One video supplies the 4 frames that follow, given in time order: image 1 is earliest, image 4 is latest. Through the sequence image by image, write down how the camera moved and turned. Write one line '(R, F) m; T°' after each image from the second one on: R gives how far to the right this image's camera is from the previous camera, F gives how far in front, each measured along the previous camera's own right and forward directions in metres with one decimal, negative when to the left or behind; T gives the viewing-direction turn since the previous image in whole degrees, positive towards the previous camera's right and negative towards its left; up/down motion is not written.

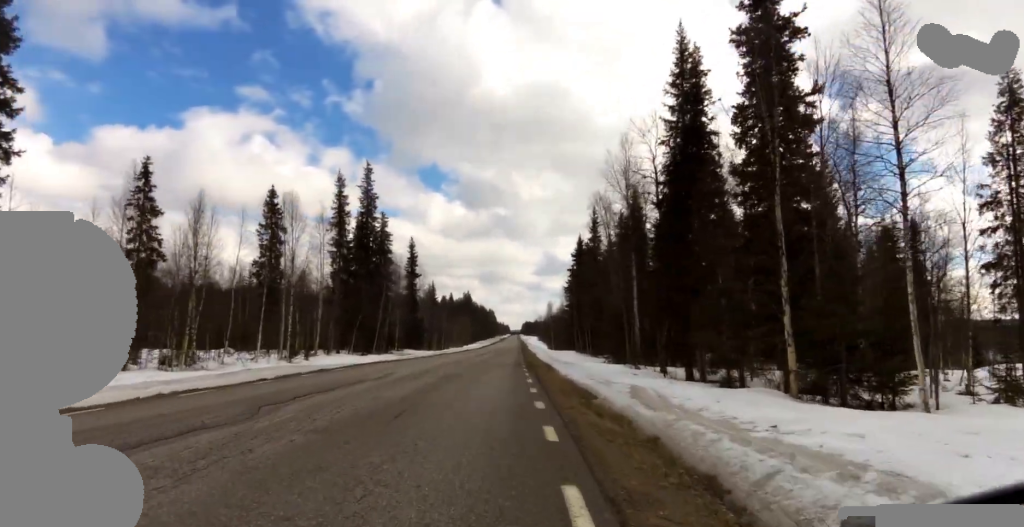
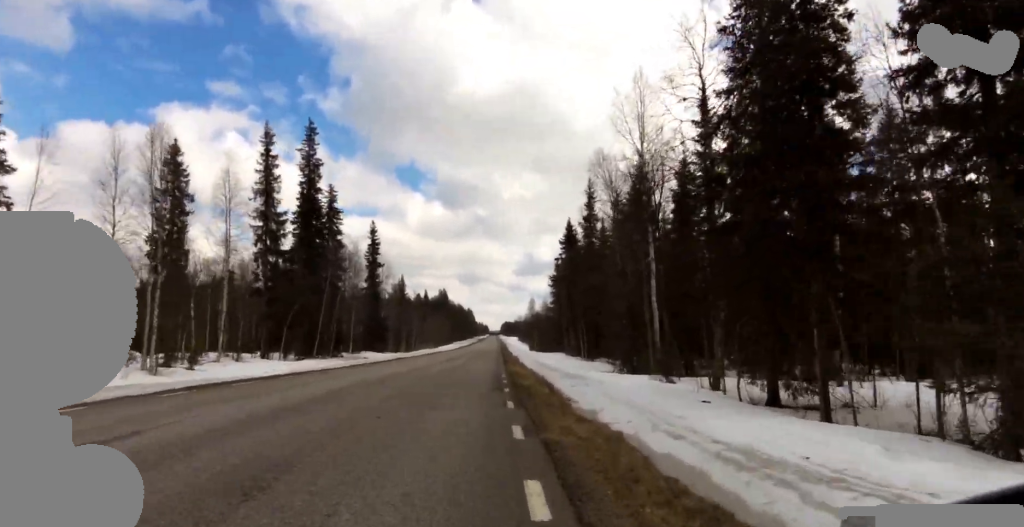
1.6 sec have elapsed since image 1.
(0.0, +12.0) m; 0°
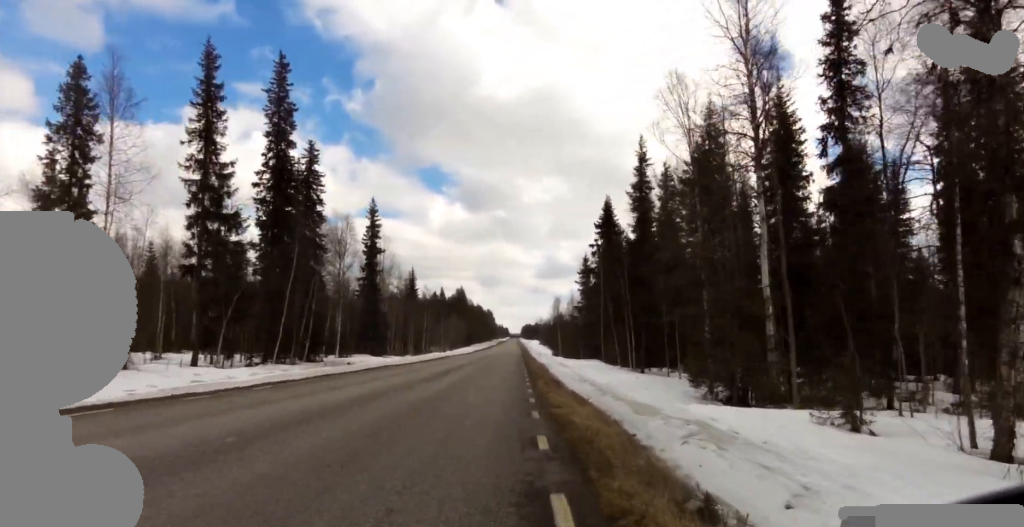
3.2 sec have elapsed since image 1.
(0.0, +12.3) m; +1°
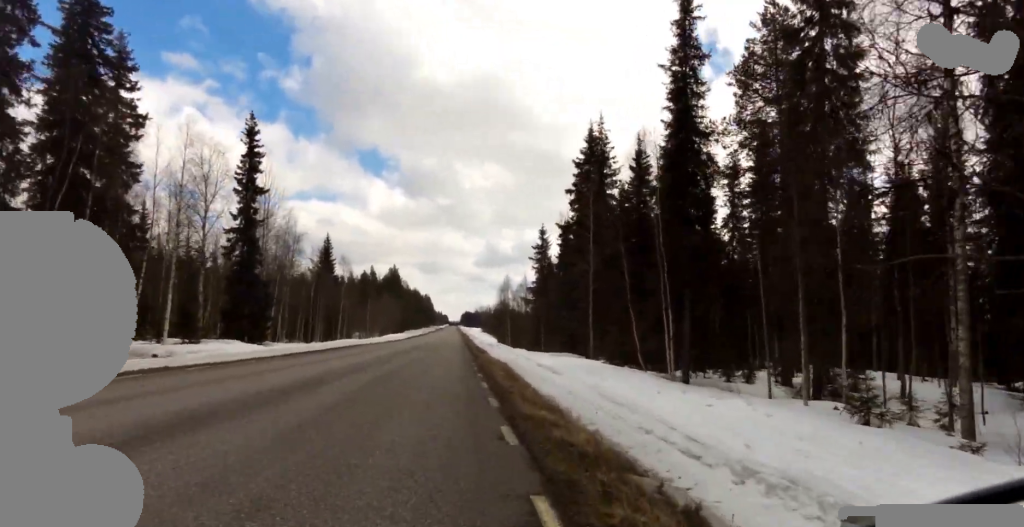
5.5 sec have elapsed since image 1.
(+0.2, +17.6) m; +1°
